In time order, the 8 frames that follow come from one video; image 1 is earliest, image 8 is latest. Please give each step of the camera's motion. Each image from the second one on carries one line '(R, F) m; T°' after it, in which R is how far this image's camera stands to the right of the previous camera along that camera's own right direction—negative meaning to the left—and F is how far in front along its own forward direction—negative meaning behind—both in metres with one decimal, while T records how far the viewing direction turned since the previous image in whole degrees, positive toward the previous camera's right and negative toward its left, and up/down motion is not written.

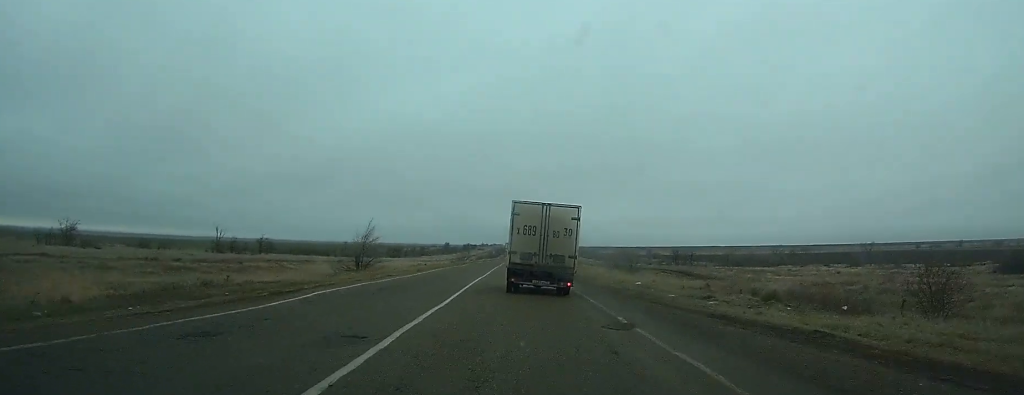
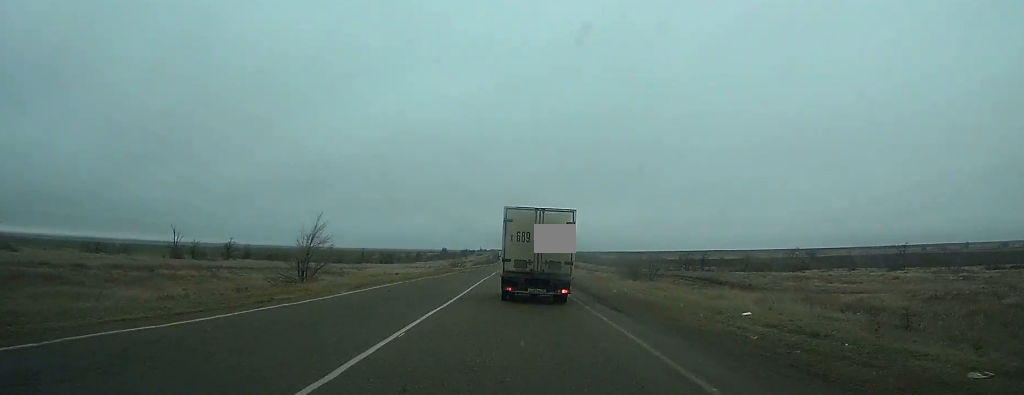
(0.0, +13.8) m; 0°
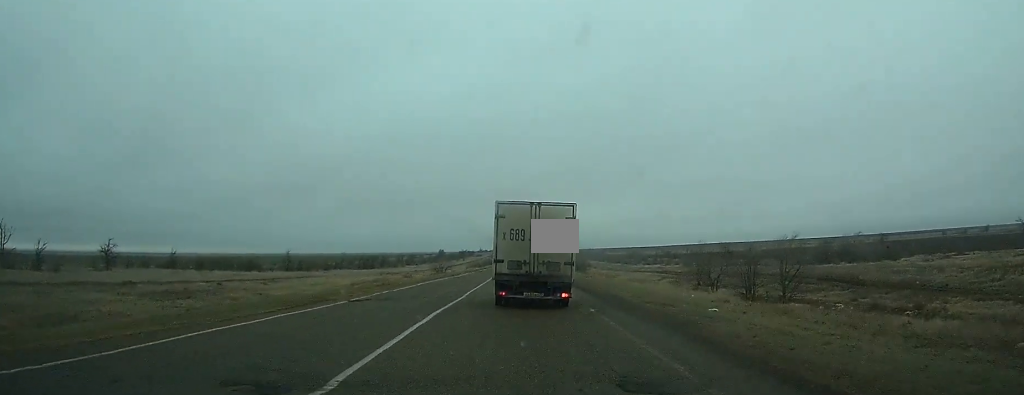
(+0.1, +40.7) m; 0°
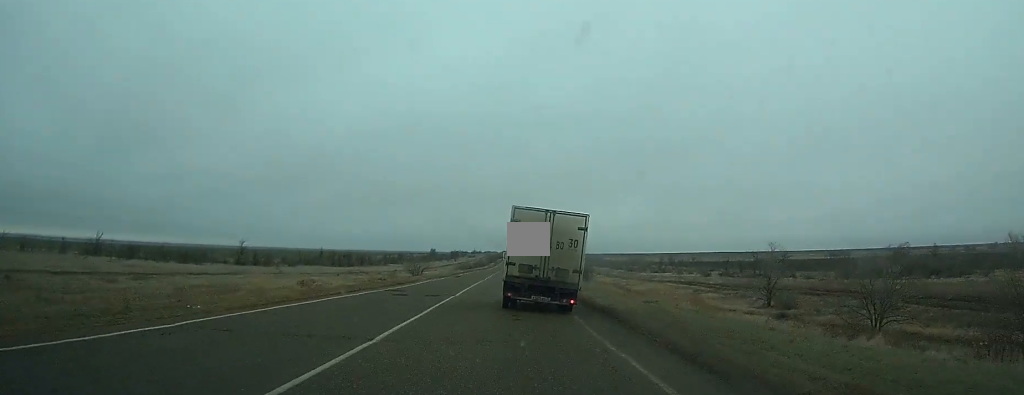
(0.0, +28.0) m; 0°
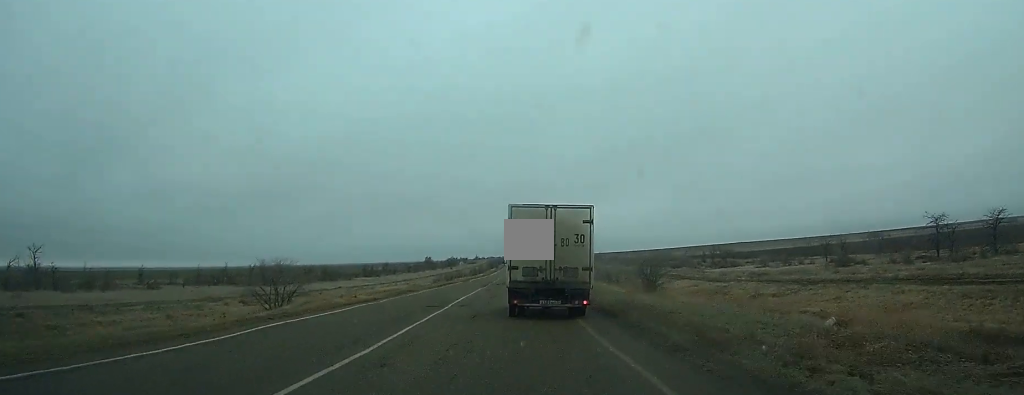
(-0.2, +65.9) m; -1°
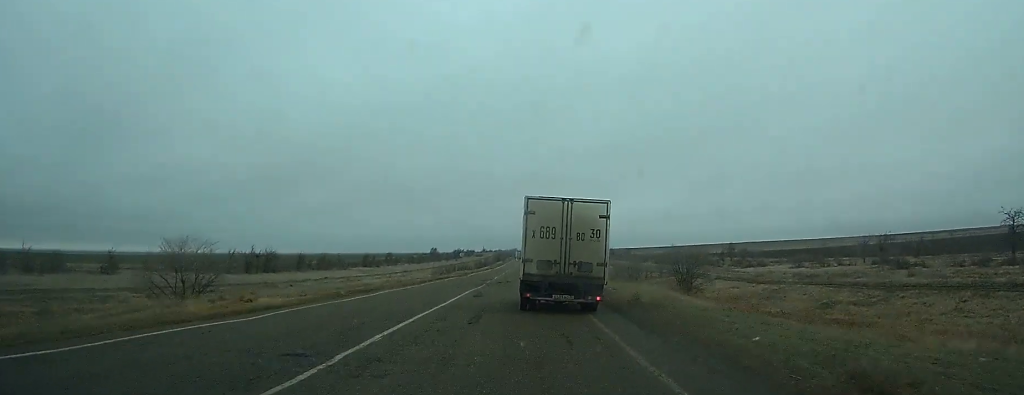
(0.0, +13.0) m; 0°
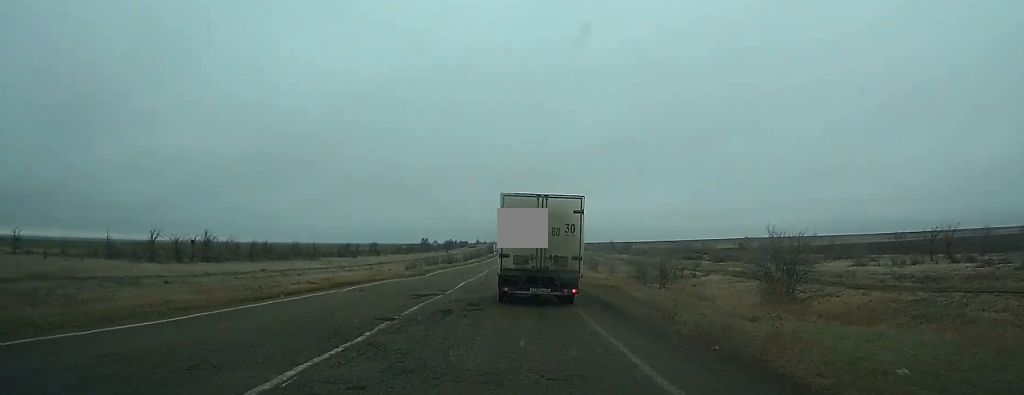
(-0.1, +26.6) m; 0°
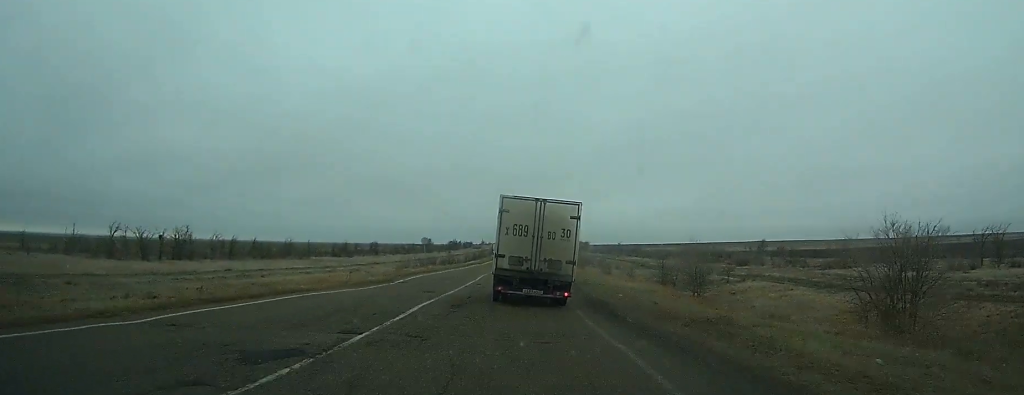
(0.0, +13.0) m; 0°
